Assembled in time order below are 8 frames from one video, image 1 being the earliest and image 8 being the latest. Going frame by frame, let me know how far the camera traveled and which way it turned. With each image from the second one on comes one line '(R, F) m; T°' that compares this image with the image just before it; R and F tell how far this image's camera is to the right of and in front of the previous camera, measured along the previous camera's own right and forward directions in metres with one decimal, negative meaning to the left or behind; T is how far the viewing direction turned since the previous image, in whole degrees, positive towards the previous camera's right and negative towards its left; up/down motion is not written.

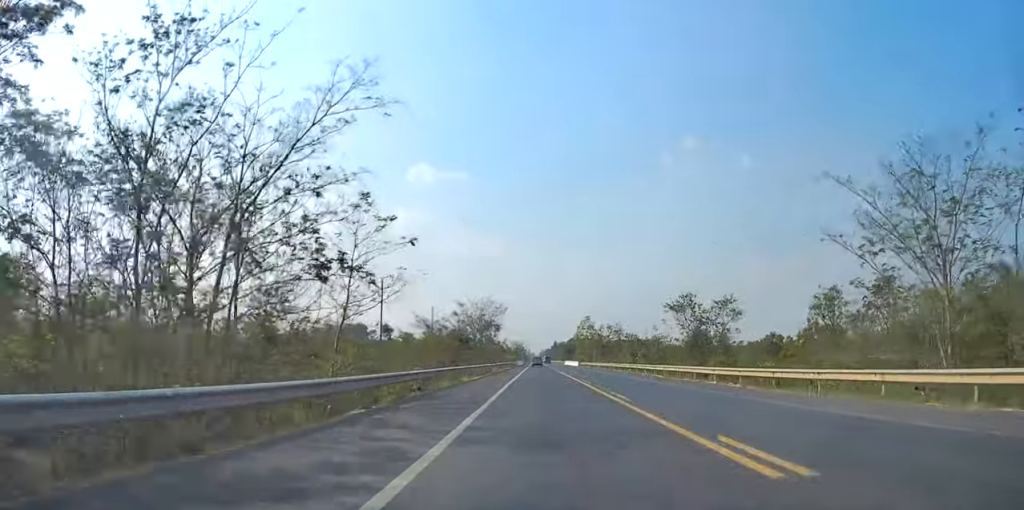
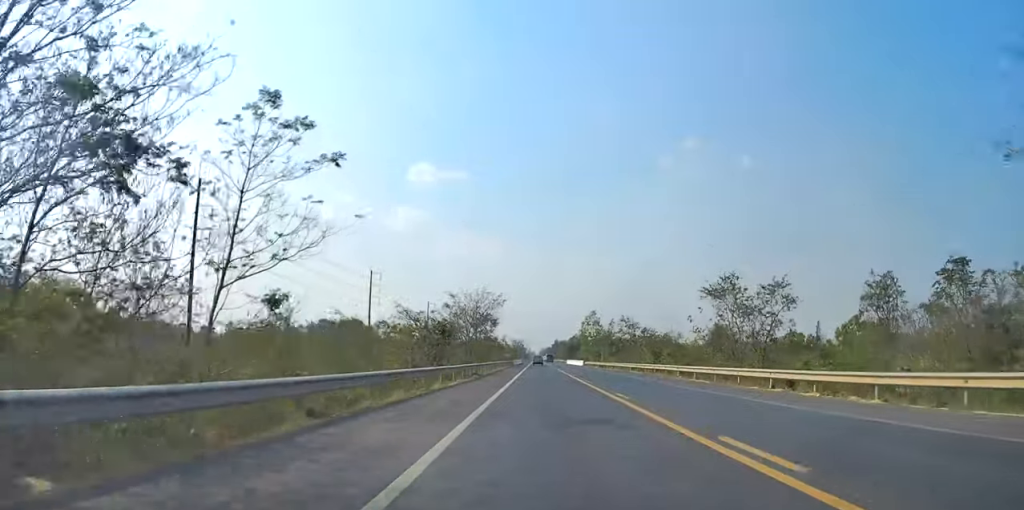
(0.0, +12.1) m; 0°
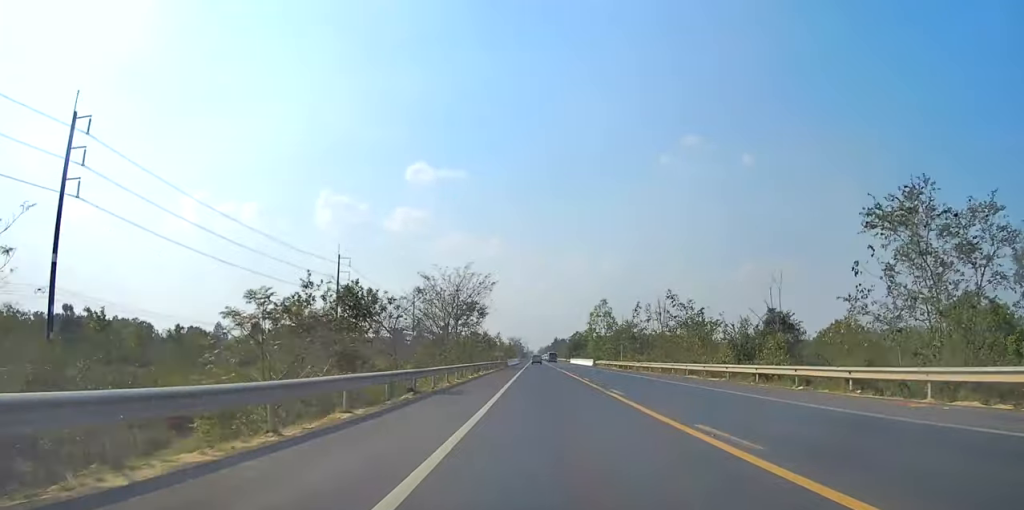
(+0.1, +22.6) m; 0°
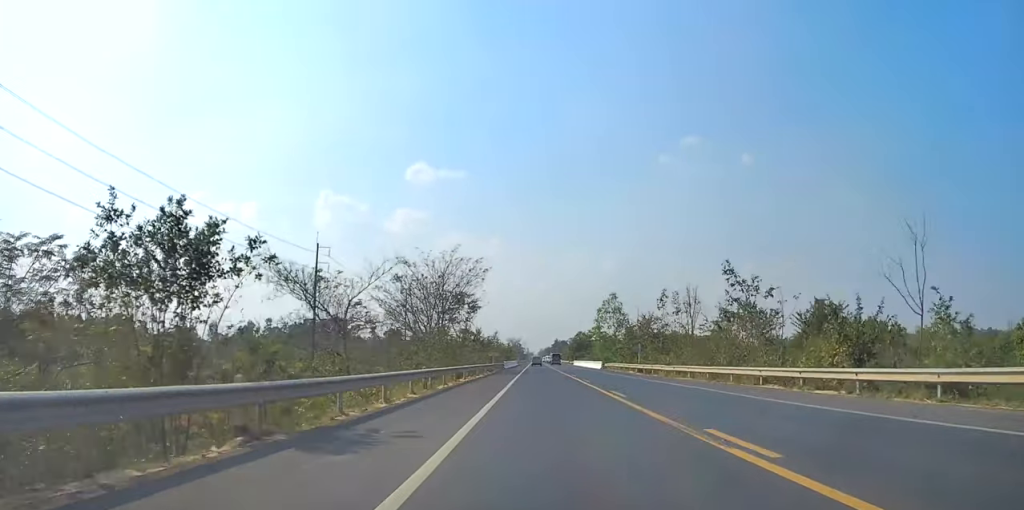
(0.0, +12.9) m; 0°
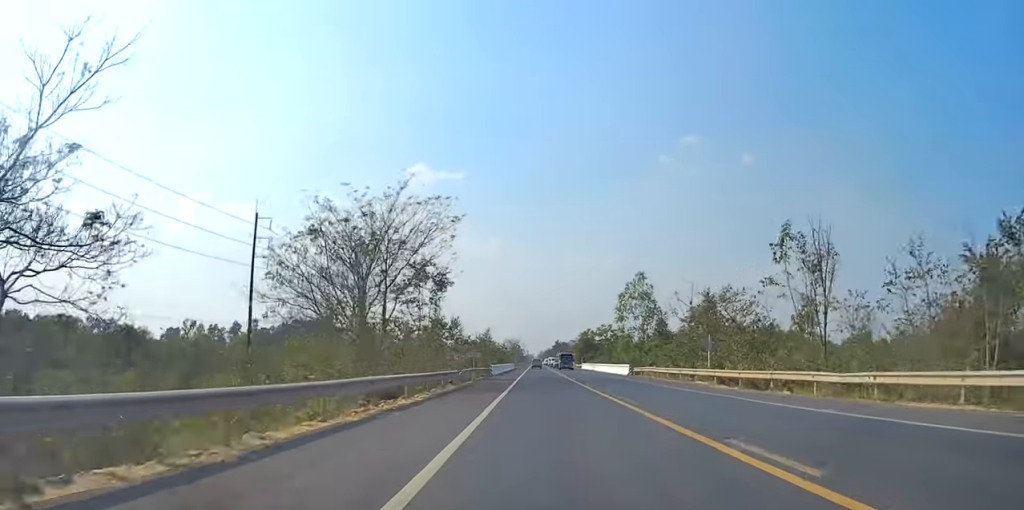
(0.0, +24.2) m; 0°
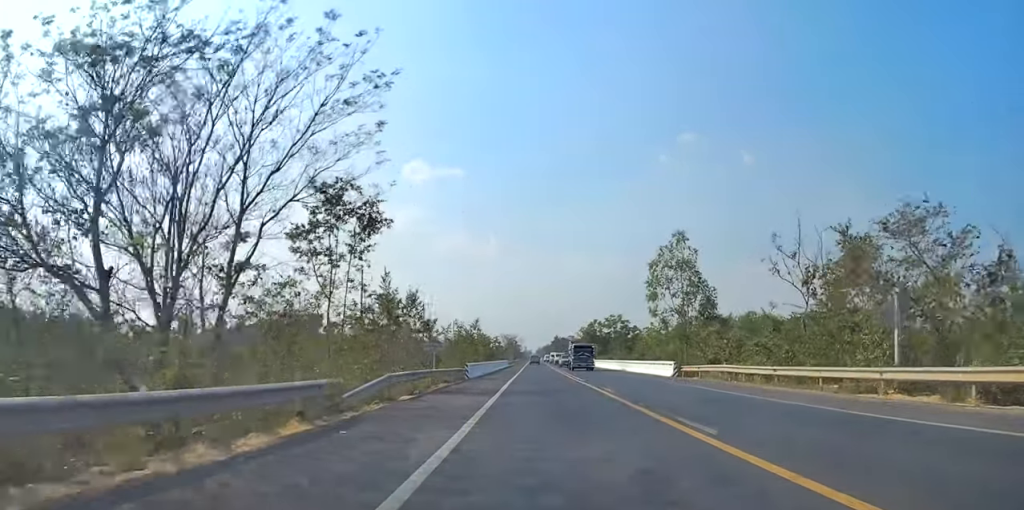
(-0.2, +20.6) m; 0°
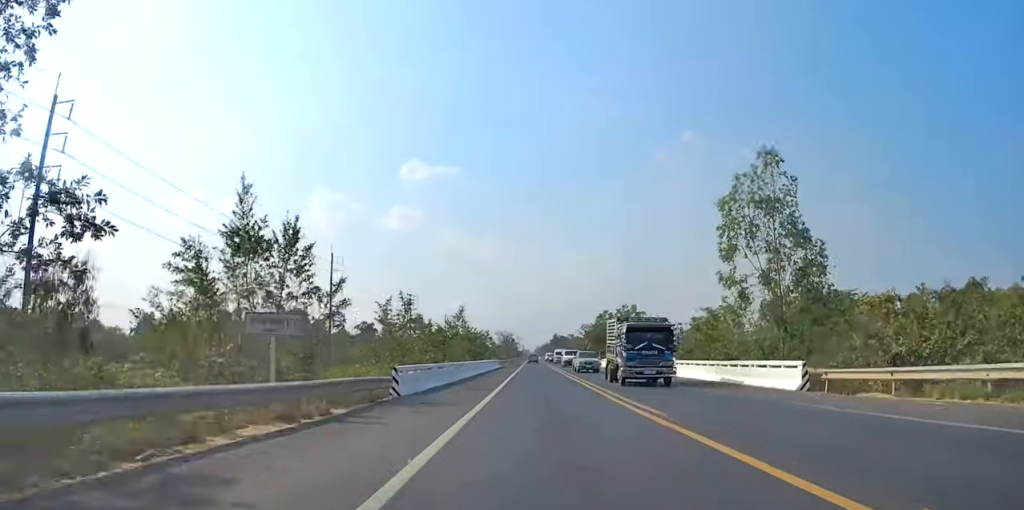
(0.0, +19.8) m; 0°
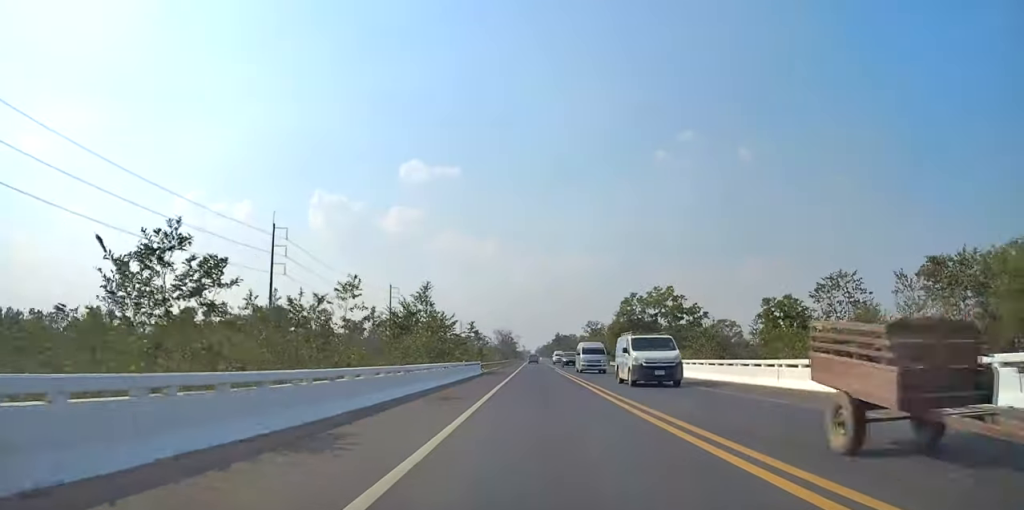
(+0.3, +28.6) m; +1°
